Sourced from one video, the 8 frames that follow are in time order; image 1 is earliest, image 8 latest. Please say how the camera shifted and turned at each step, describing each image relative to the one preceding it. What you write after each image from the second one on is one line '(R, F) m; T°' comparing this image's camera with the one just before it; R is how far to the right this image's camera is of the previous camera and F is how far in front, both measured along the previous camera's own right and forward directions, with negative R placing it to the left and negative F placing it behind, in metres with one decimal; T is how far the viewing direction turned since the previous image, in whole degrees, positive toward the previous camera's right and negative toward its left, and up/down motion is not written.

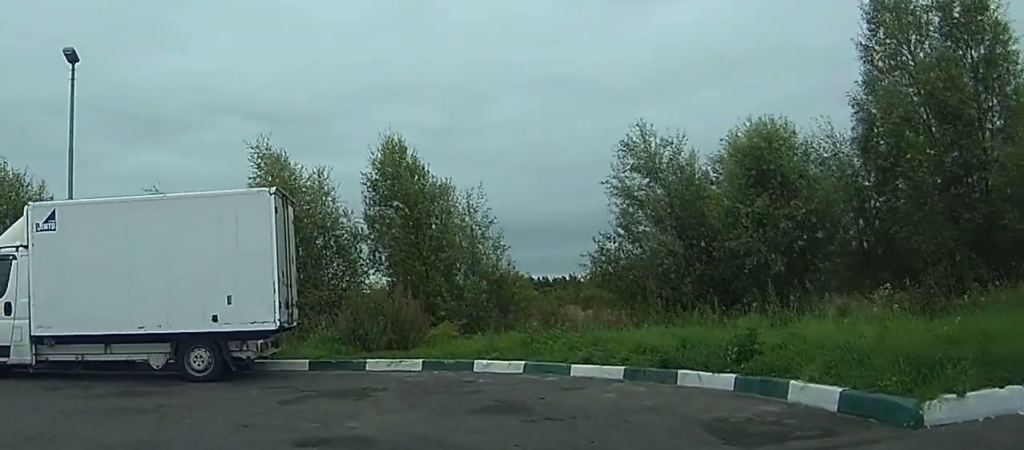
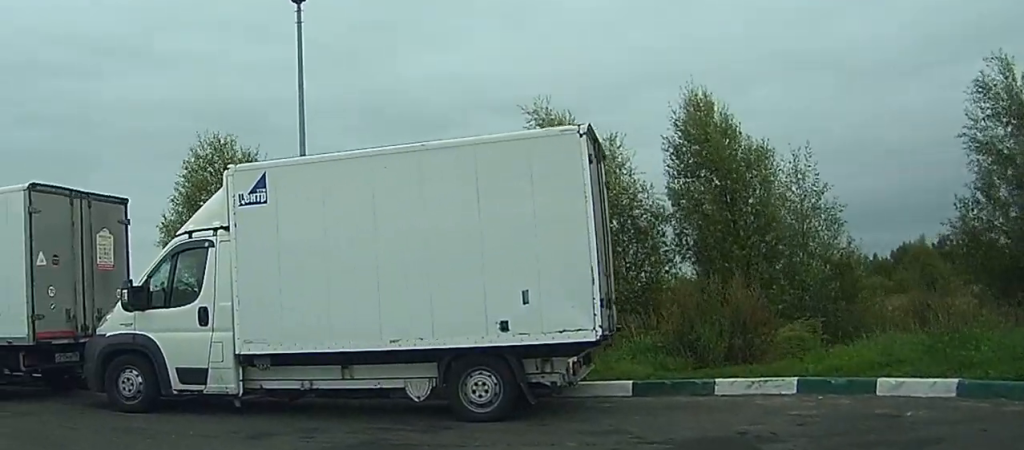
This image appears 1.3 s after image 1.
(+0.9, +4.1) m; -9°
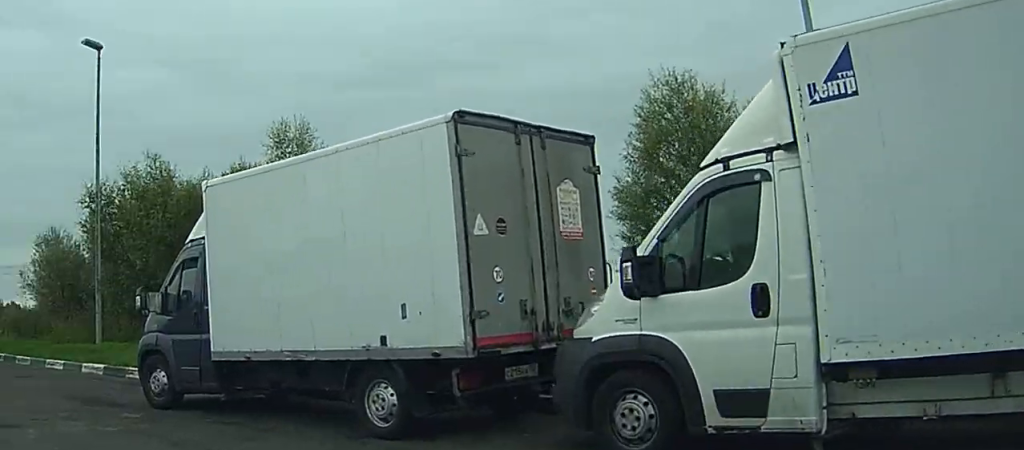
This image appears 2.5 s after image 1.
(-1.9, +4.1) m; -32°
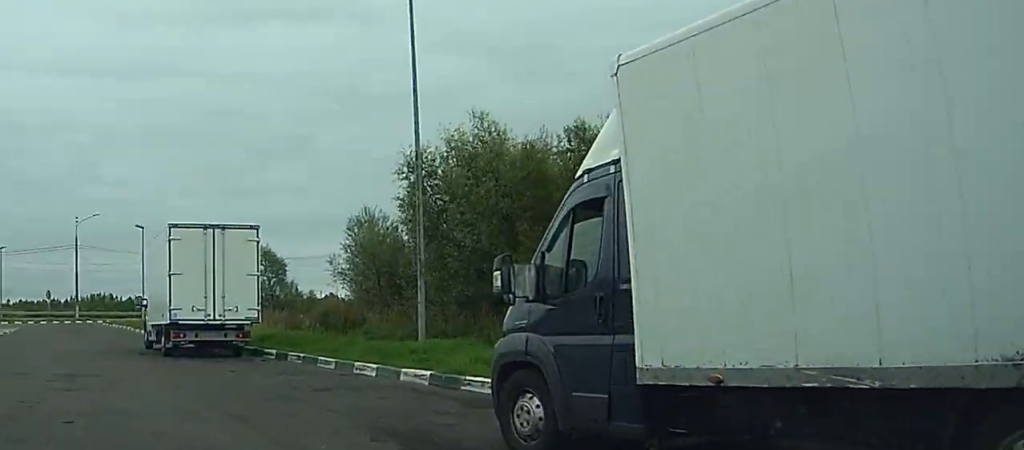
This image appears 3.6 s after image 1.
(-0.2, +5.1) m; -16°
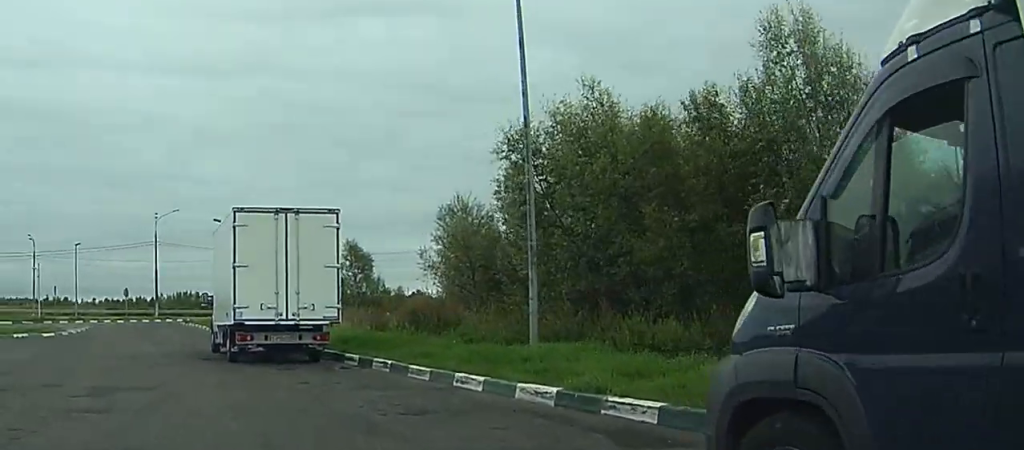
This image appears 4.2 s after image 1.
(-0.7, +2.9) m; -11°
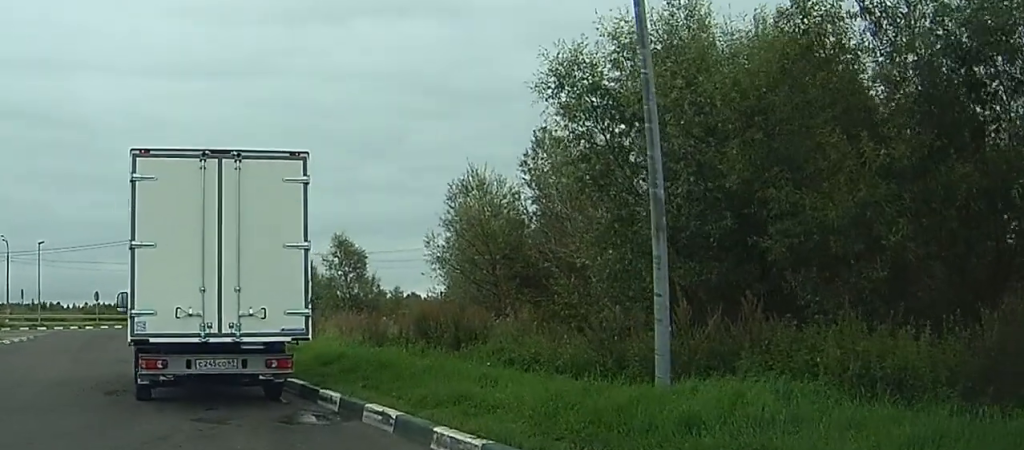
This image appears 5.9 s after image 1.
(-0.8, +6.8) m; -9°
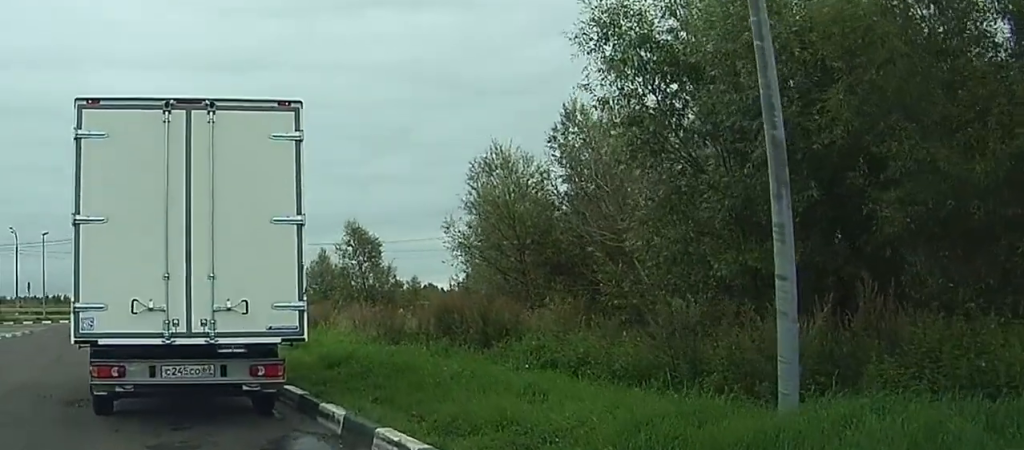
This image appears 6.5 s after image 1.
(0.0, +2.4) m; -3°
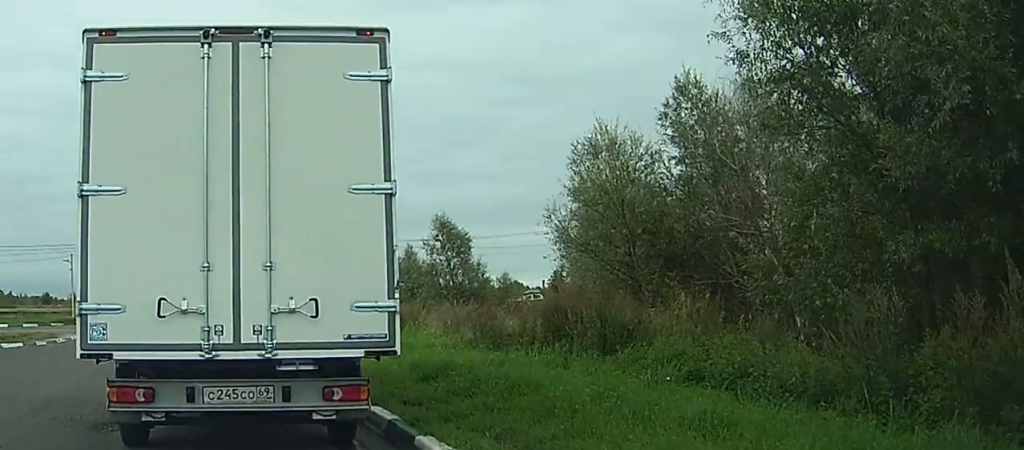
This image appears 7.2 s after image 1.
(-0.1, +2.5) m; -3°
